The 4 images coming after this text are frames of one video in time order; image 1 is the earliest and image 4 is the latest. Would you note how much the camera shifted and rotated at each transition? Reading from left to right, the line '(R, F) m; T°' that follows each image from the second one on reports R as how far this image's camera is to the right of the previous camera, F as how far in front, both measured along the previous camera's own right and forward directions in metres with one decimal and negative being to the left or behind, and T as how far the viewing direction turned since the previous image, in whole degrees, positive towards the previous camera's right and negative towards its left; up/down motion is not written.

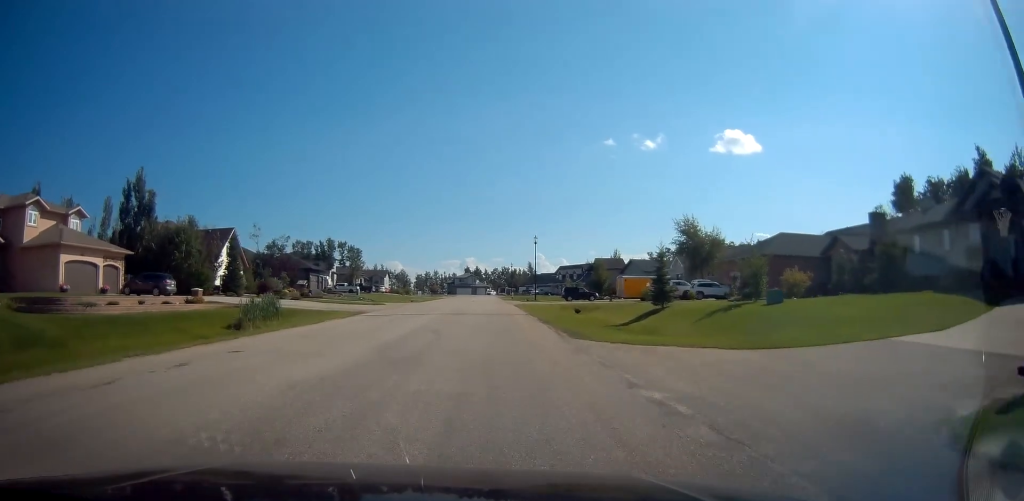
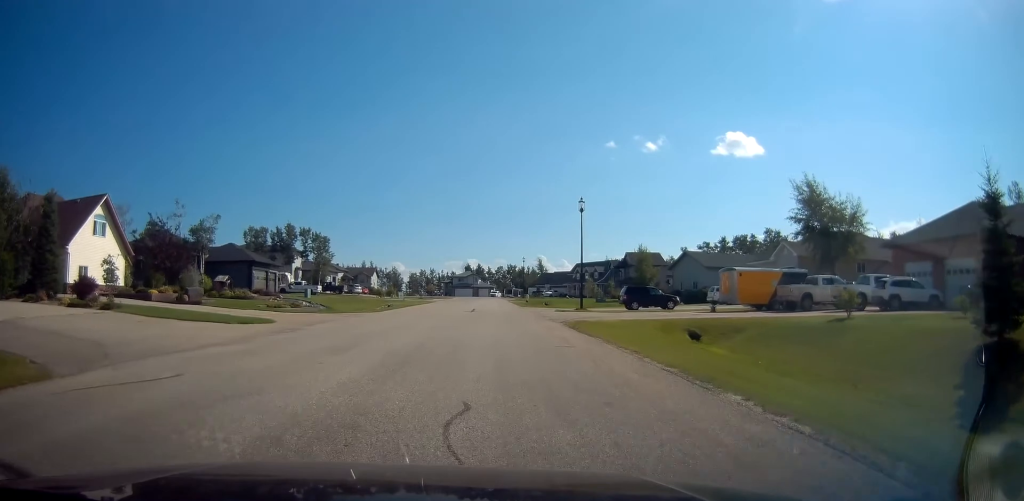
(-1.1, +27.3) m; 0°
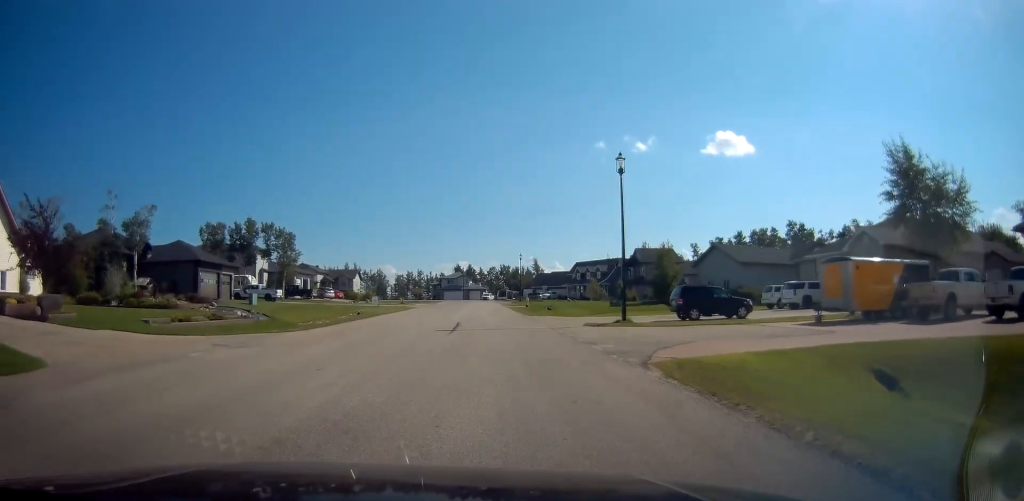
(0.0, +13.5) m; 0°
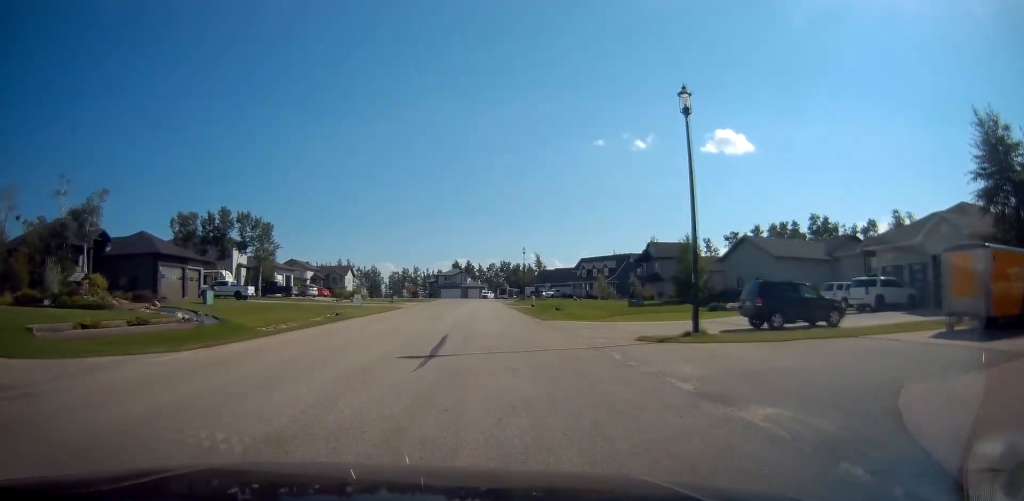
(0.0, +8.5) m; 0°
